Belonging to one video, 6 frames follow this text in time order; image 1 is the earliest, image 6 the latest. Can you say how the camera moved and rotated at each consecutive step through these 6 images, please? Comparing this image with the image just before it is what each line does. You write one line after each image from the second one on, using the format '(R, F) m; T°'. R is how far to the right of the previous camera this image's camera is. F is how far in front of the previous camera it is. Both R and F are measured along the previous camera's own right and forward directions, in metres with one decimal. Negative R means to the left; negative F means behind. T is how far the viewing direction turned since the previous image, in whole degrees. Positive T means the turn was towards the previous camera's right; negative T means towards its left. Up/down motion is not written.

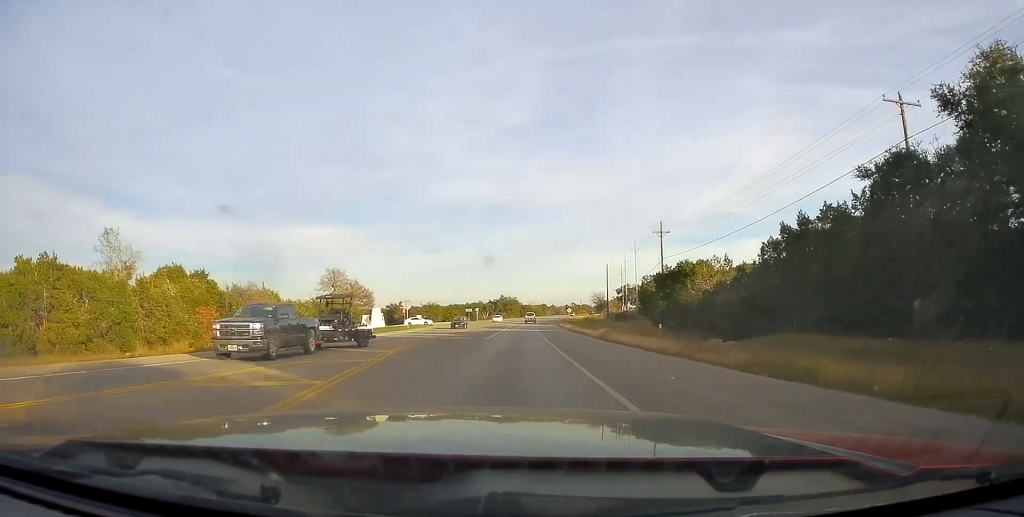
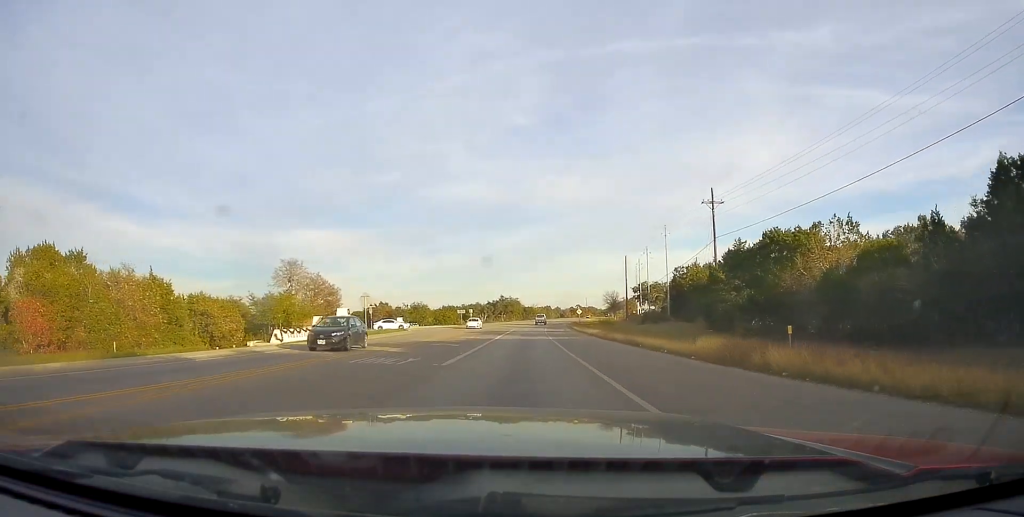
(0.0, +23.1) m; -1°
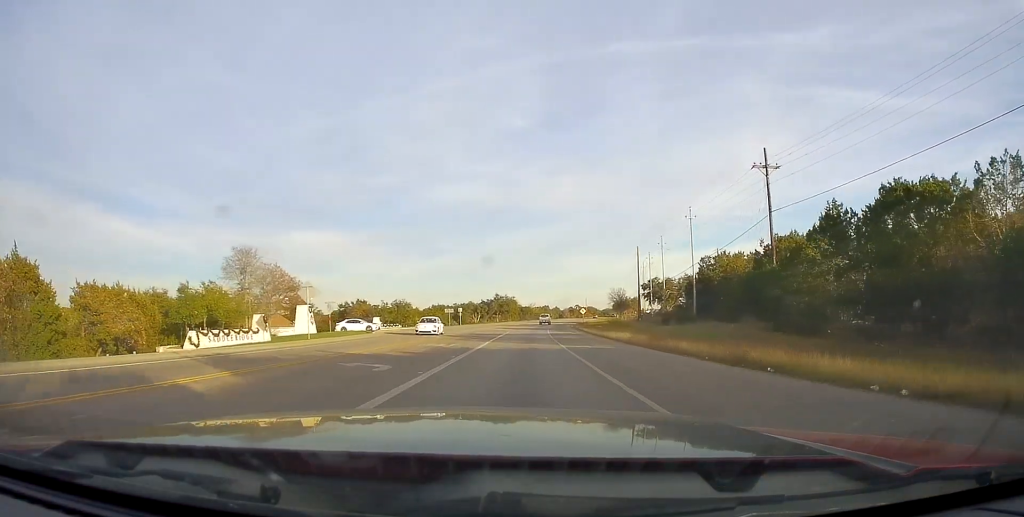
(-0.3, +15.5) m; -1°
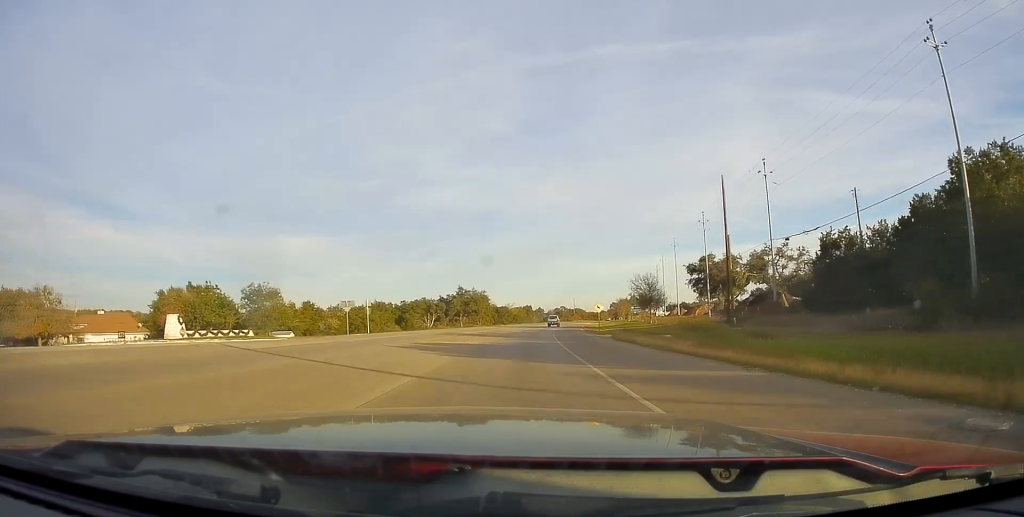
(+2.4, +53.2) m; +3°
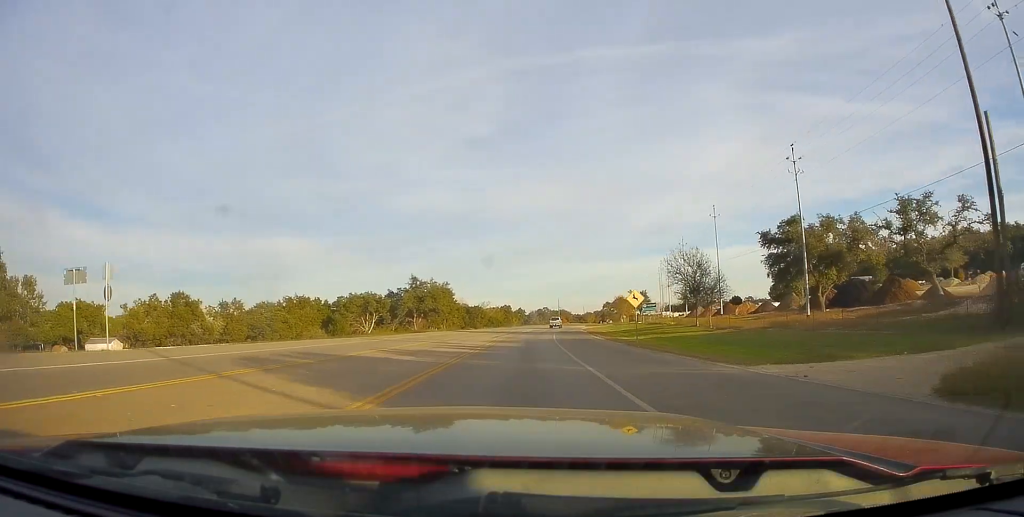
(-0.1, +34.1) m; +2°
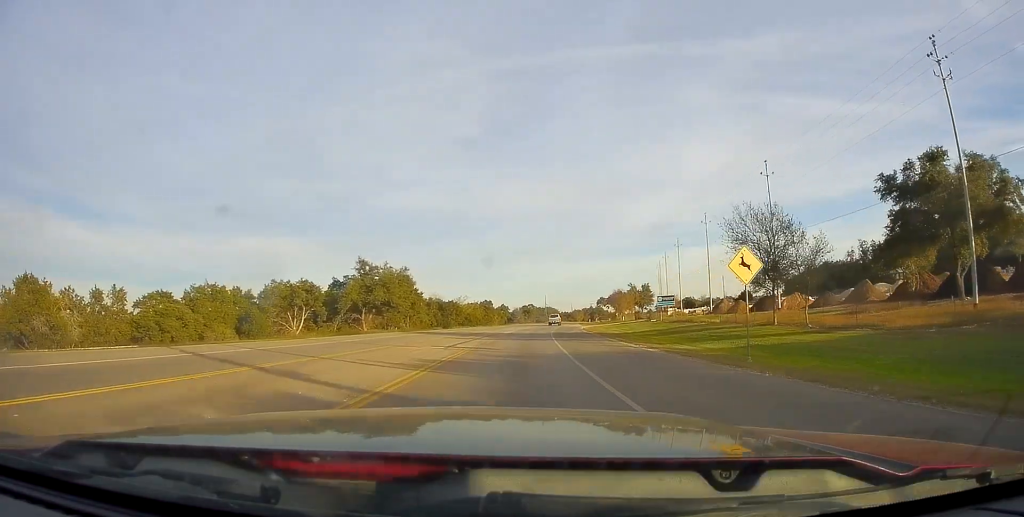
(+0.4, +22.4) m; +2°
